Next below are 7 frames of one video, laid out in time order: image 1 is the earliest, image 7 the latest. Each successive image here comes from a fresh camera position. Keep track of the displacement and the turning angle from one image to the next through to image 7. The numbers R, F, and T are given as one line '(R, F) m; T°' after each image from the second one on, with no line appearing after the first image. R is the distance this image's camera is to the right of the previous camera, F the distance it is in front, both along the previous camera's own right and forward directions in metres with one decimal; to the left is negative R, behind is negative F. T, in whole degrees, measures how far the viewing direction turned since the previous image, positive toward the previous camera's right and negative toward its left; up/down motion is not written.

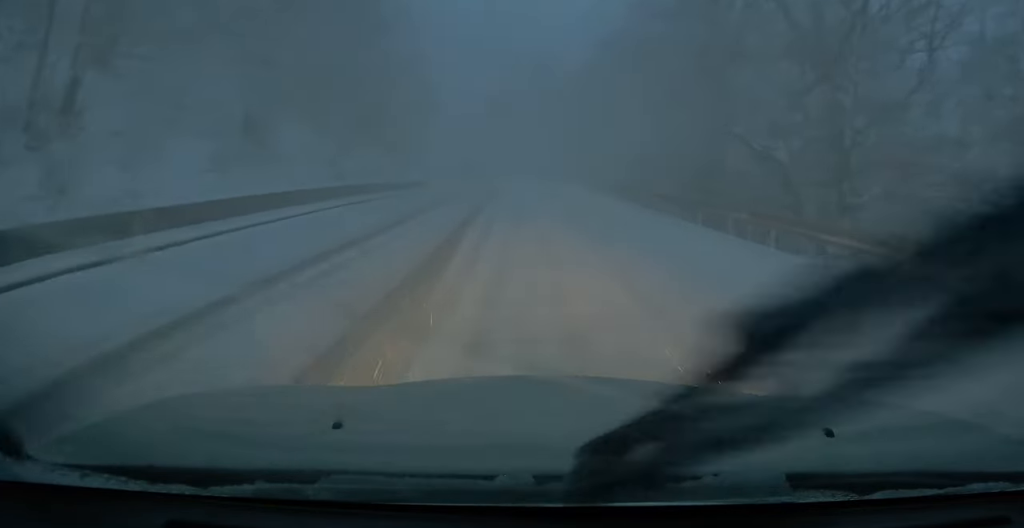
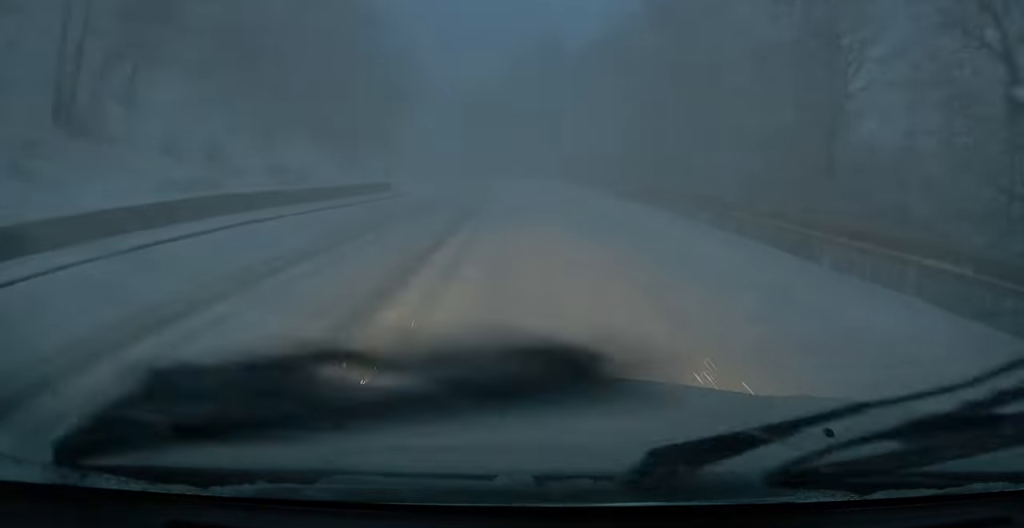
(-0.3, +10.0) m; +2°
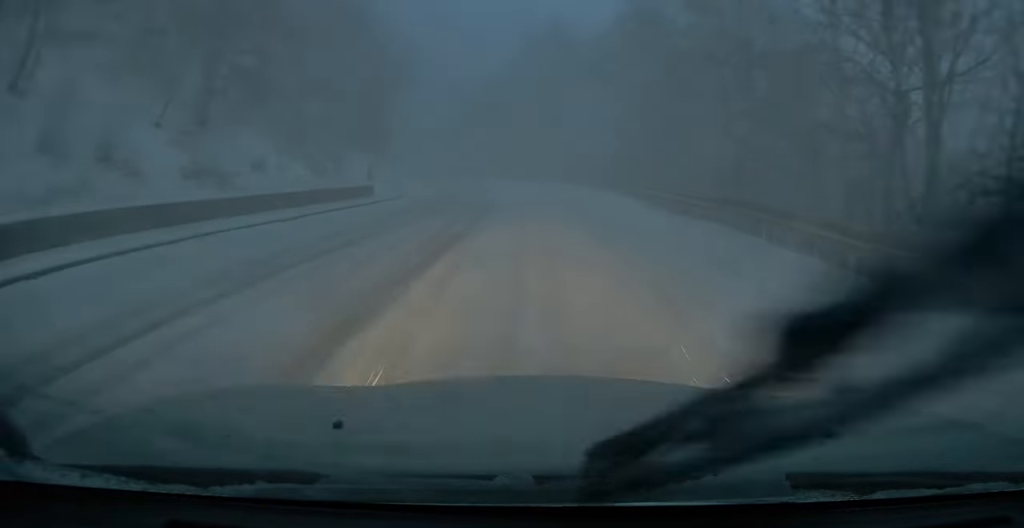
(+0.1, +4.7) m; +3°
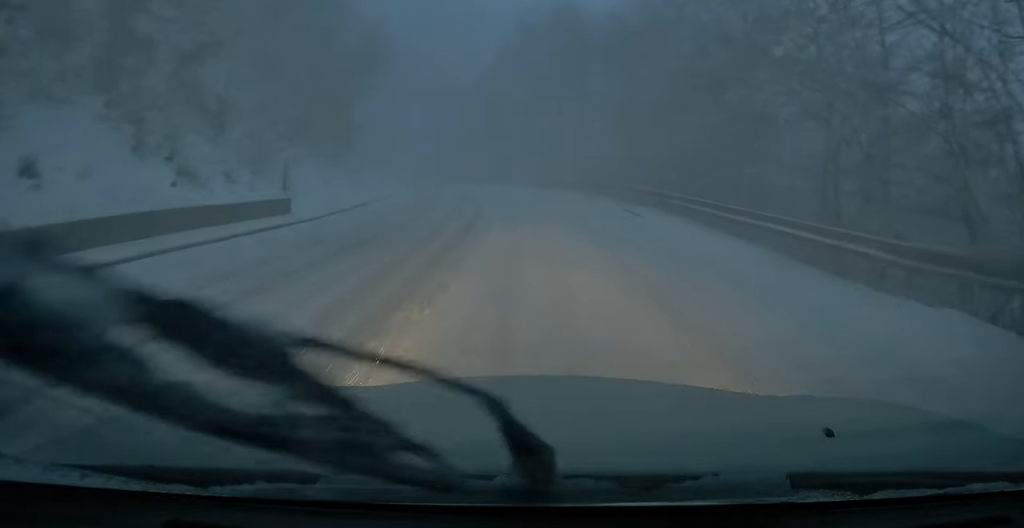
(+0.4, +9.3) m; +1°
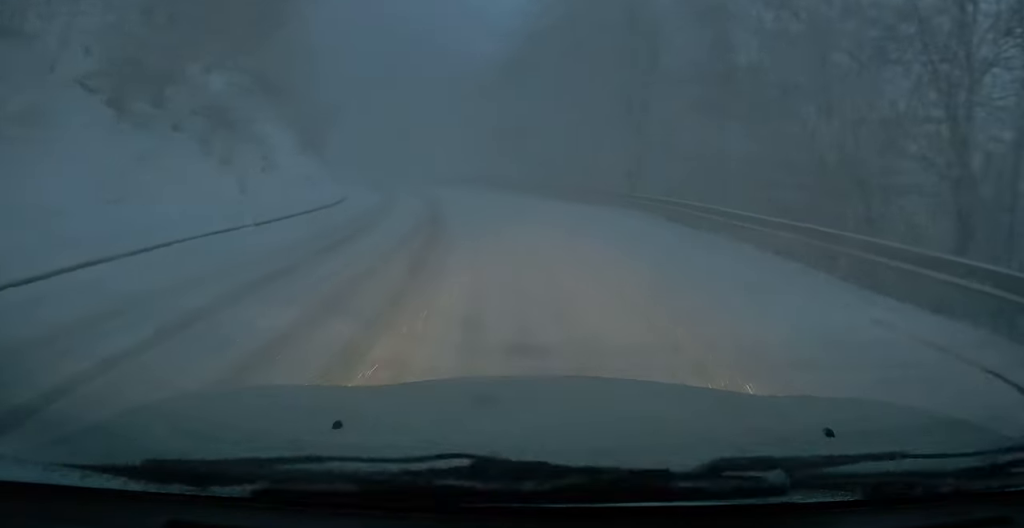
(-1.3, +14.7) m; -10°
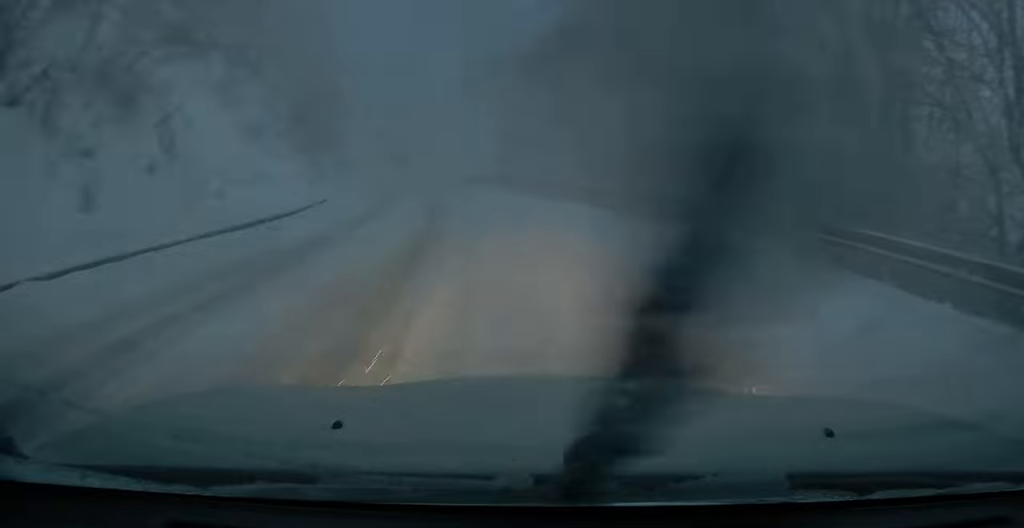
(-0.1, +7.4) m; -6°
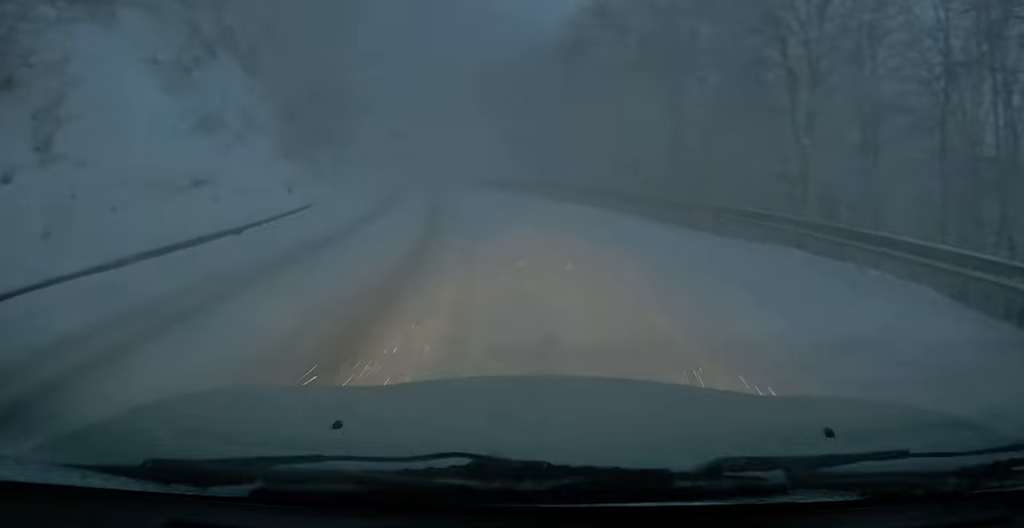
(-0.3, +4.6) m; -4°
